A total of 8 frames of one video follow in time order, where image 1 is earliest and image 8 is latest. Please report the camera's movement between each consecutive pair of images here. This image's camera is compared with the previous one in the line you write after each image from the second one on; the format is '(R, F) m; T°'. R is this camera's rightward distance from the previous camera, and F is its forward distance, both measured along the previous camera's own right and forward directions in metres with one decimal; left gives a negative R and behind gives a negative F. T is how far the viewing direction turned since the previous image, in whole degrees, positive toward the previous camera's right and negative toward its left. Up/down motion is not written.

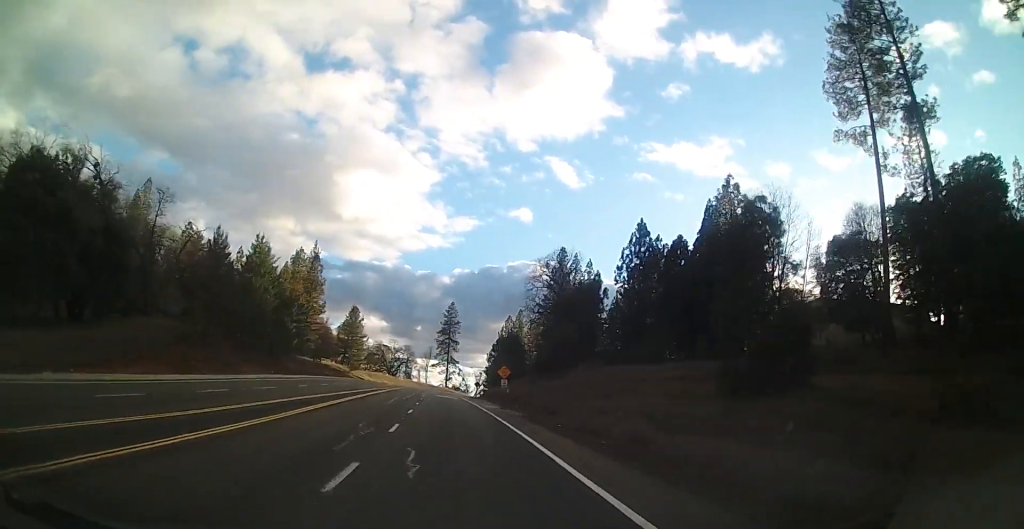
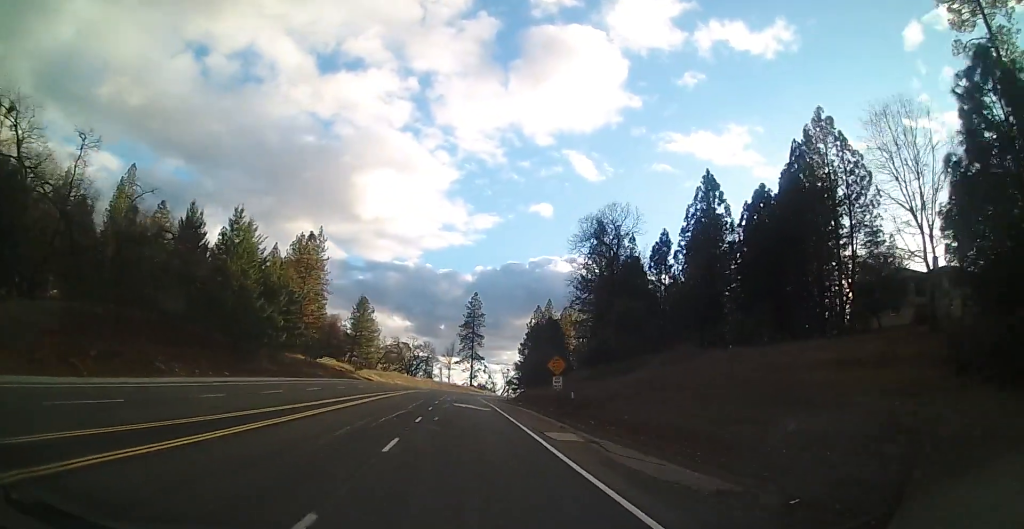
(-0.5, +18.5) m; -2°
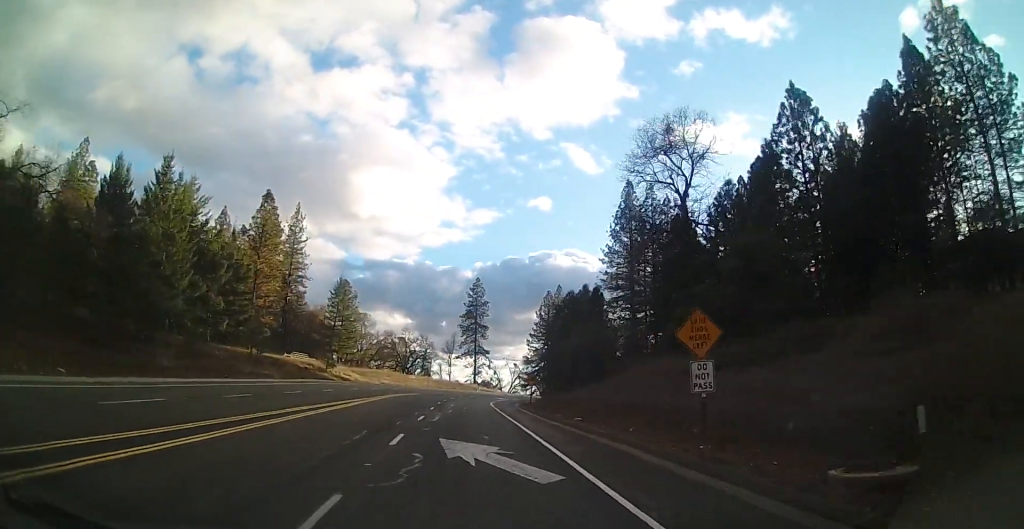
(-0.4, +20.8) m; -1°
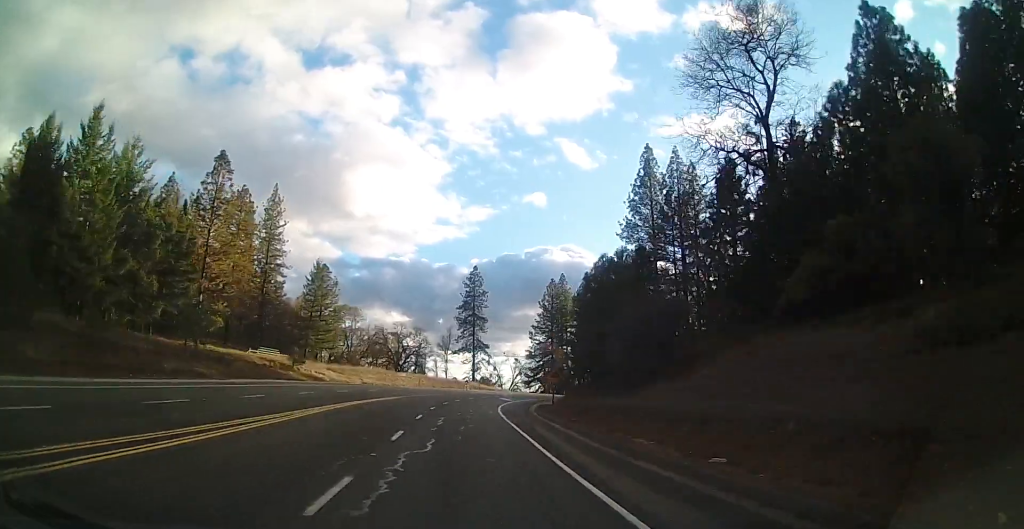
(+0.1, +12.9) m; 0°
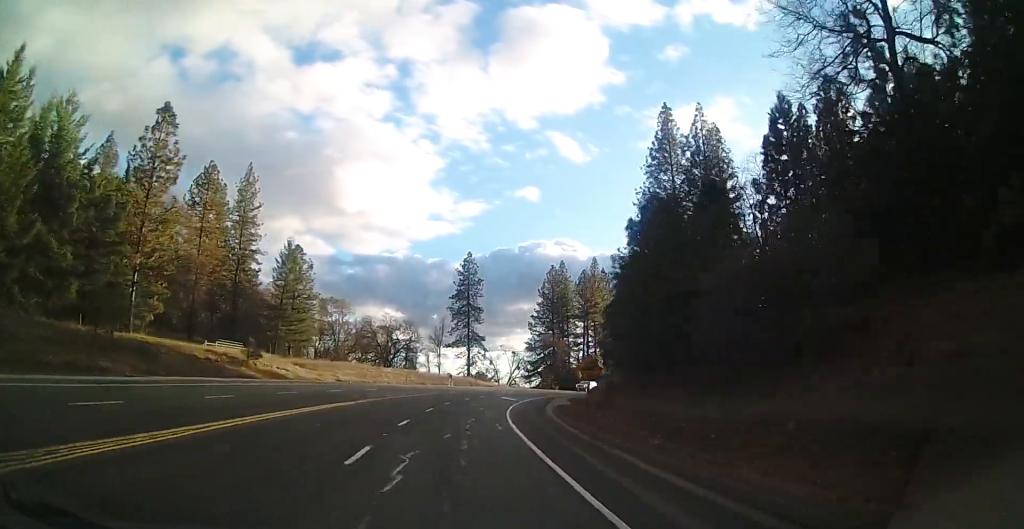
(0.0, +11.0) m; 0°
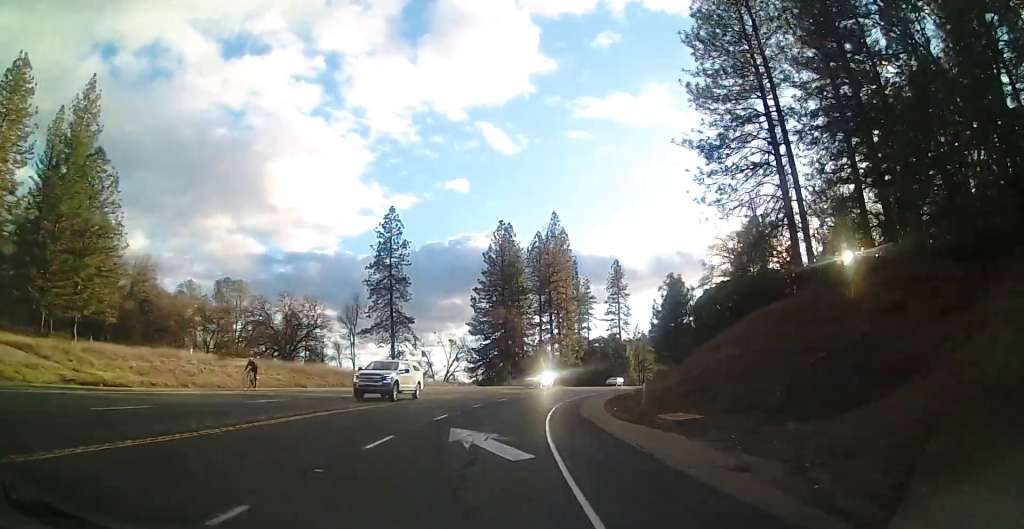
(+1.6, +33.3) m; +7°
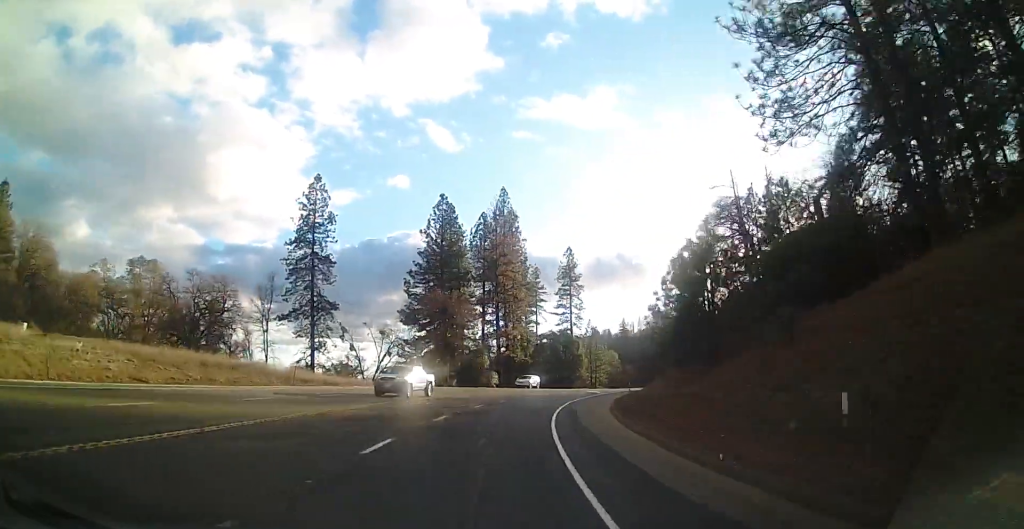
(+0.5, +14.2) m; +5°
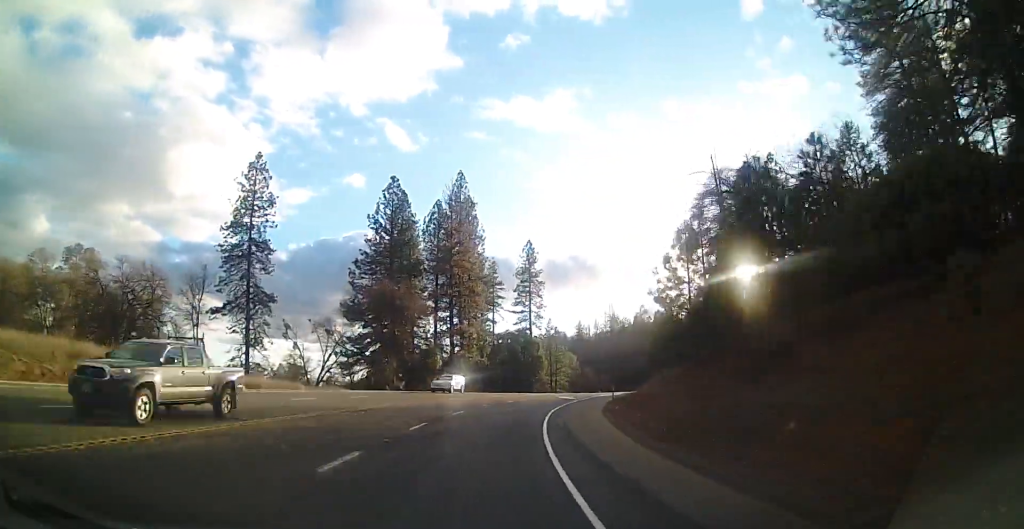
(0.0, +8.3) m; +4°
